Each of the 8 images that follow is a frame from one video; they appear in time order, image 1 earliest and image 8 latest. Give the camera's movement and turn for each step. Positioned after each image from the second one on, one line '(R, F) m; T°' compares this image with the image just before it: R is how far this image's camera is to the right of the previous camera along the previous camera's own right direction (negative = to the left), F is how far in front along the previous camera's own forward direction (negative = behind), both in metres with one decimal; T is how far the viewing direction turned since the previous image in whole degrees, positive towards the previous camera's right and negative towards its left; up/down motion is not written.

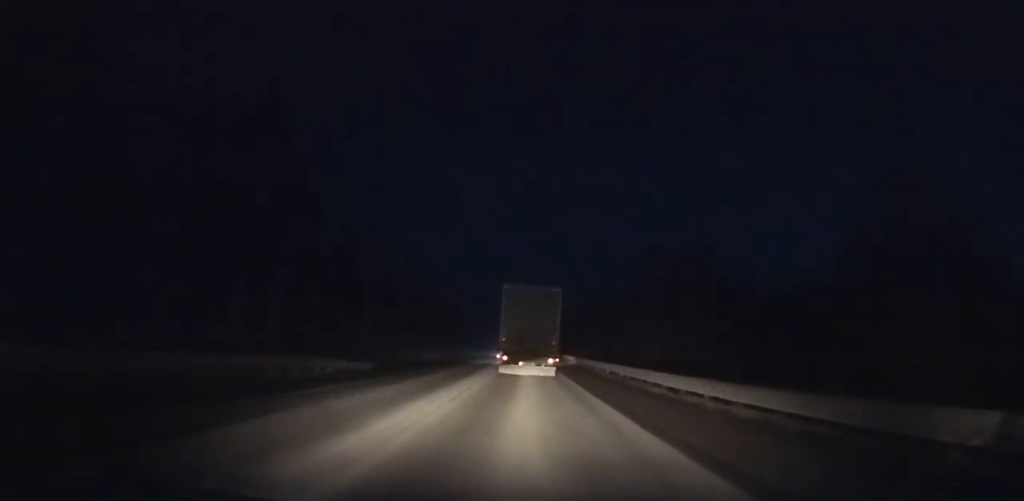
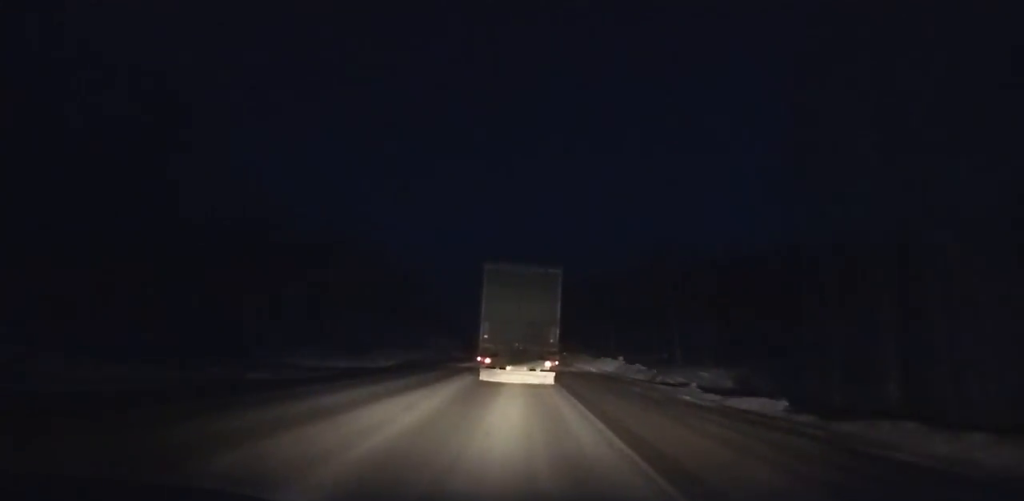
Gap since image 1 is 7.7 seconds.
(-0.5, +113.0) m; -1°
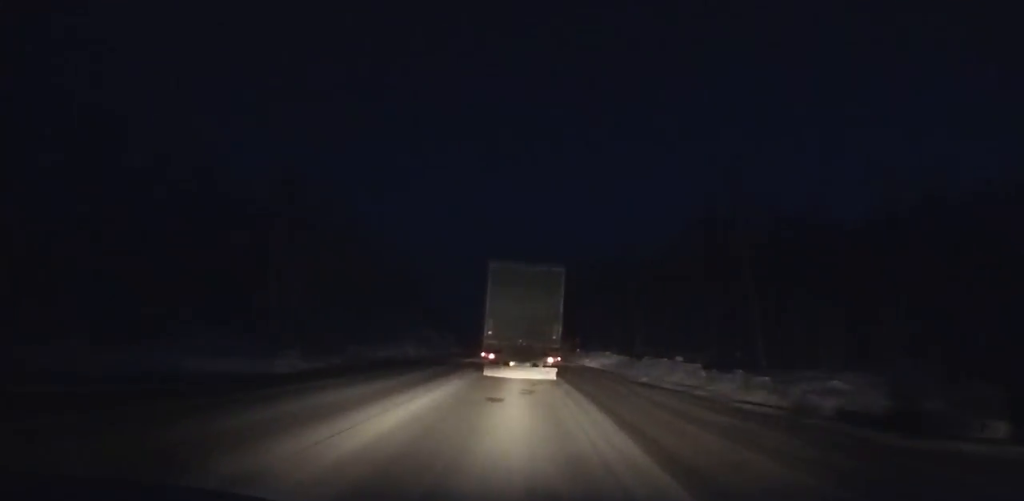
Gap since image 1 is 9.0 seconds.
(-0.1, +16.7) m; 0°
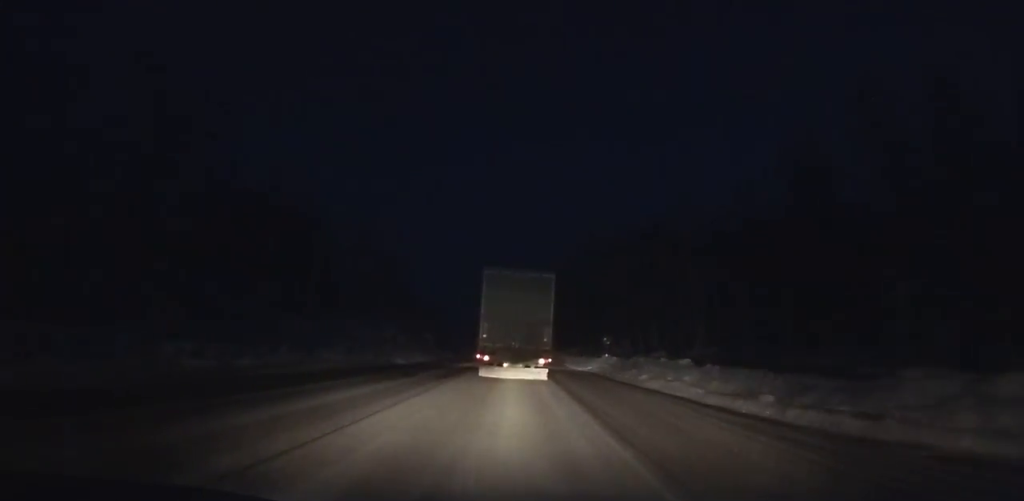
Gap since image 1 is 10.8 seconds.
(0.0, +22.9) m; 0°
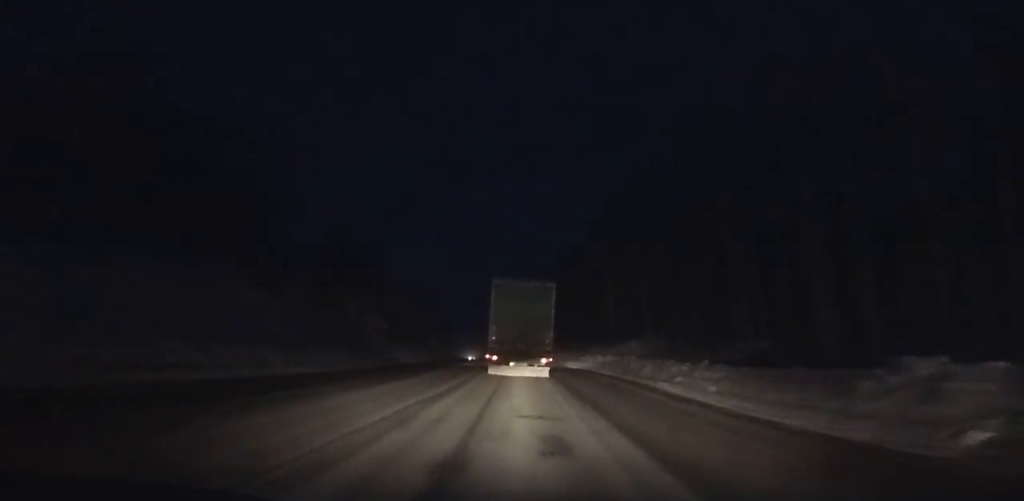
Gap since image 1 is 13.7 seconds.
(-0.3, +36.3) m; -1°
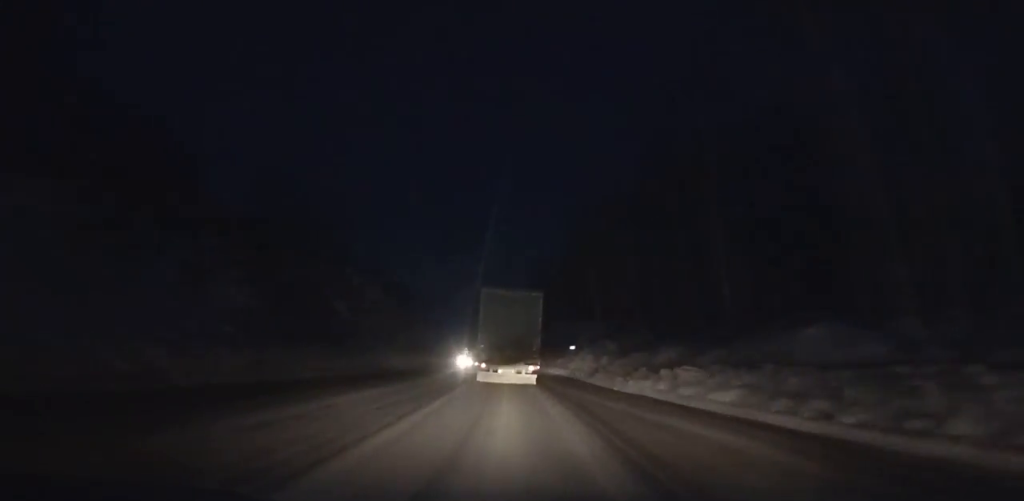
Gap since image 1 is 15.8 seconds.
(-0.1, +27.7) m; -1°
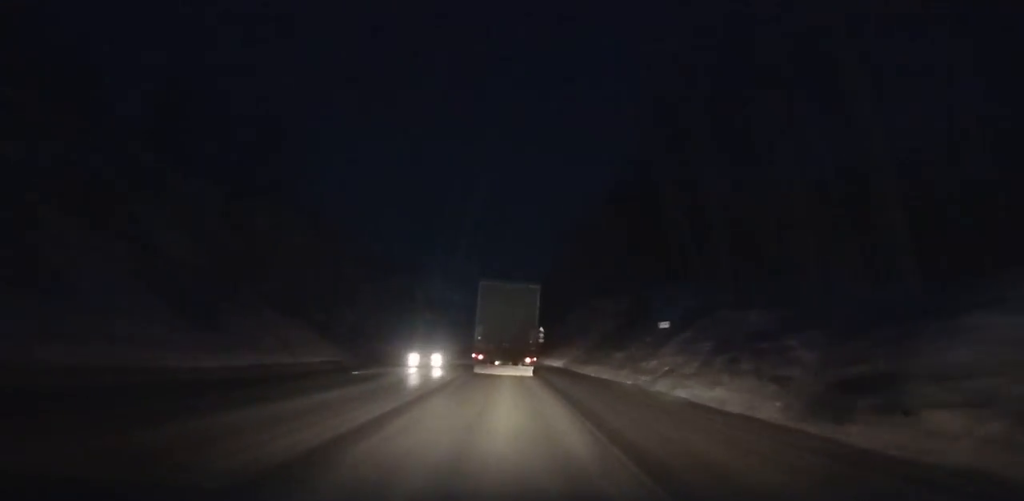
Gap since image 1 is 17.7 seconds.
(-0.3, +26.3) m; -1°
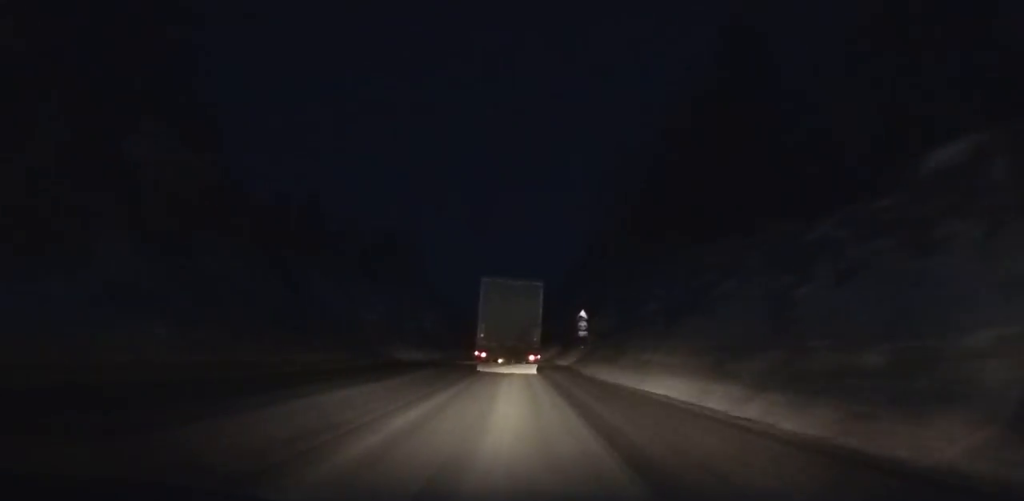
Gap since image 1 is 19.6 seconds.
(-0.2, +27.1) m; -1°
